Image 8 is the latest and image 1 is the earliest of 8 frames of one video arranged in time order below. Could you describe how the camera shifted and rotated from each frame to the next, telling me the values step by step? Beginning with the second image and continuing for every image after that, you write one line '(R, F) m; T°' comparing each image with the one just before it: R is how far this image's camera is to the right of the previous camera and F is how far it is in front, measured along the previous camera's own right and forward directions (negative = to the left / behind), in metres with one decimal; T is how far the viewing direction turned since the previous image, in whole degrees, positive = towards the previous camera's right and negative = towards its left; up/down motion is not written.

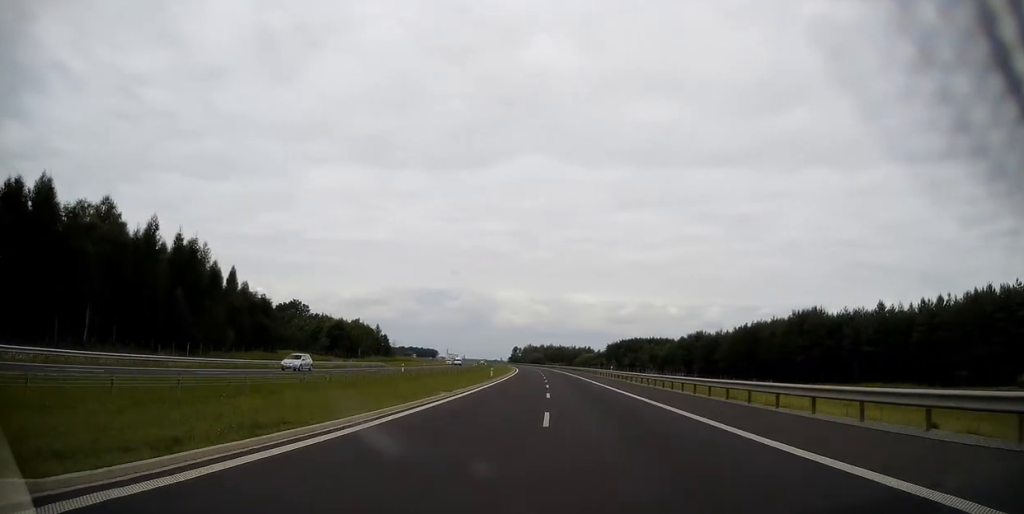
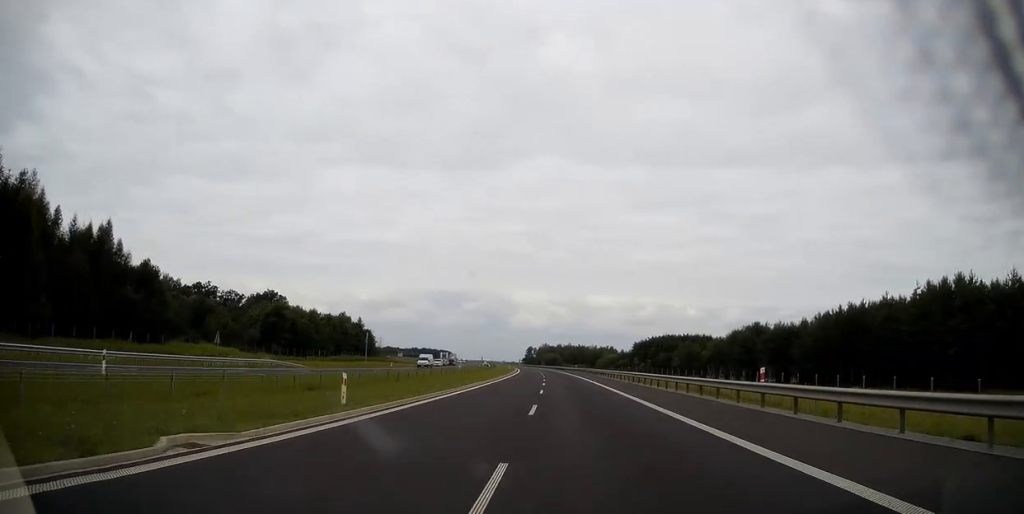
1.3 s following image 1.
(-0.9, +45.1) m; -2°
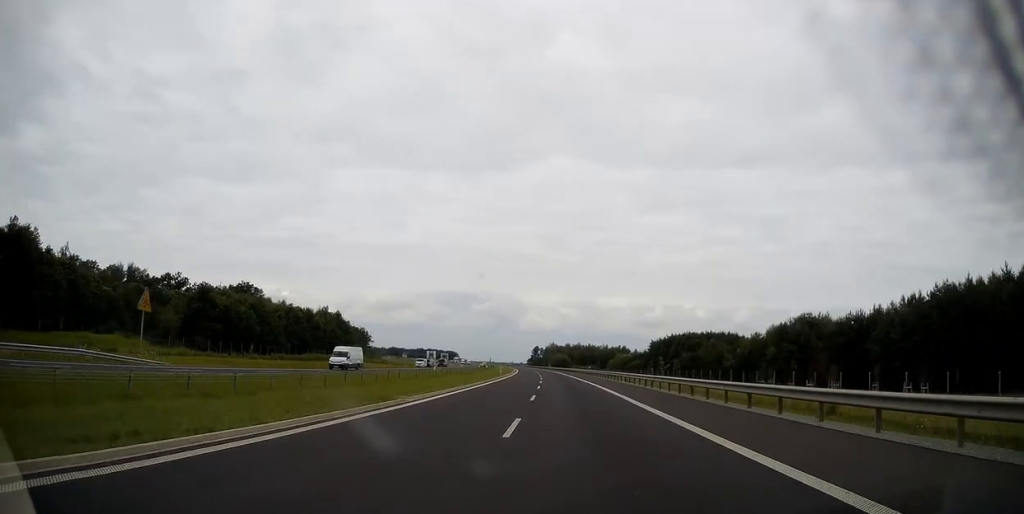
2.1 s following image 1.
(-0.2, +28.9) m; -1°
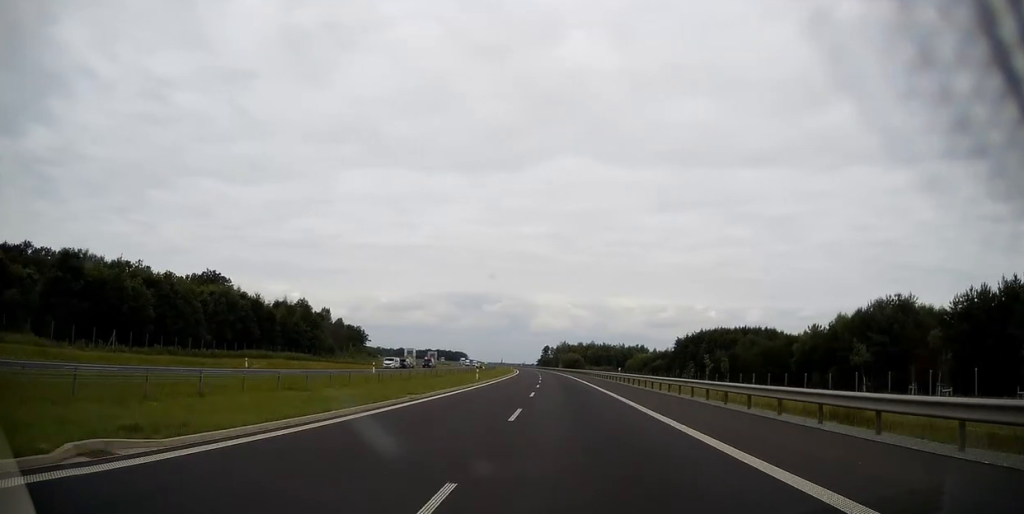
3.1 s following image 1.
(-0.2, +32.4) m; -1°
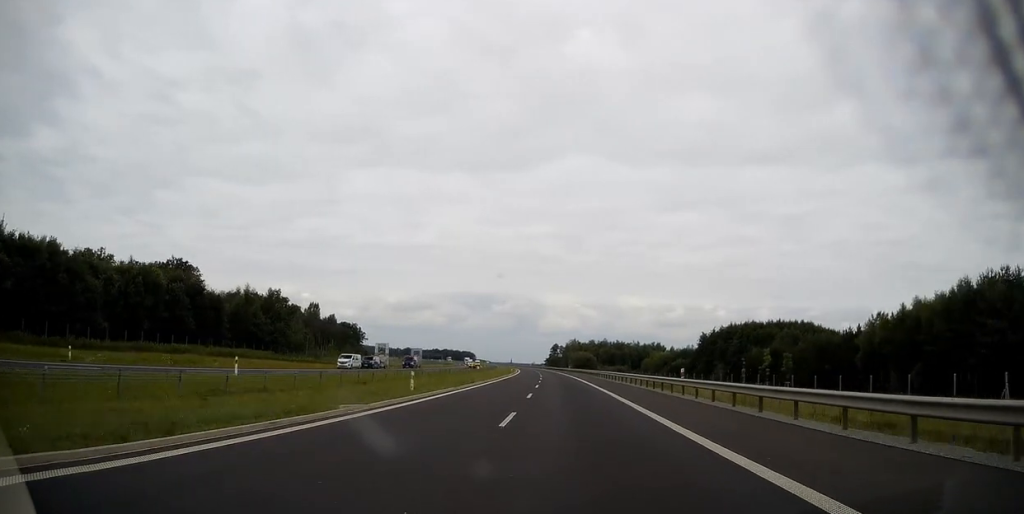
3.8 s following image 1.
(-0.2, +25.4) m; -1°
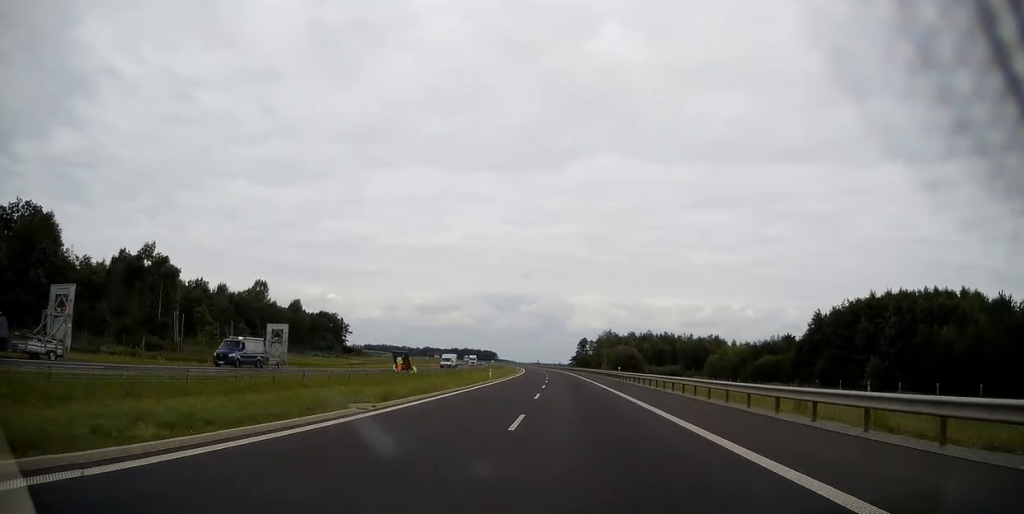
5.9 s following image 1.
(-1.5, +72.9) m; -2°
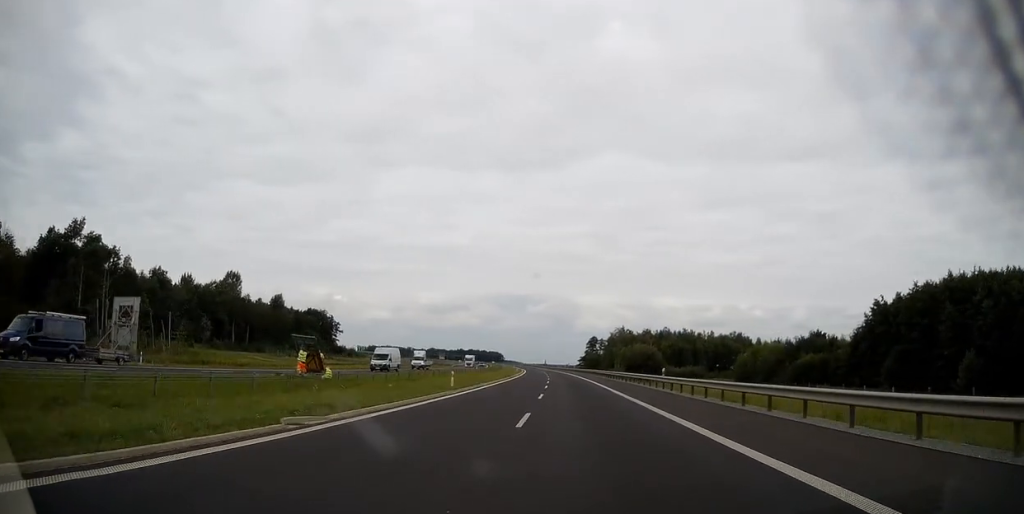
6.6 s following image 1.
(0.0, +23.1) m; -1°
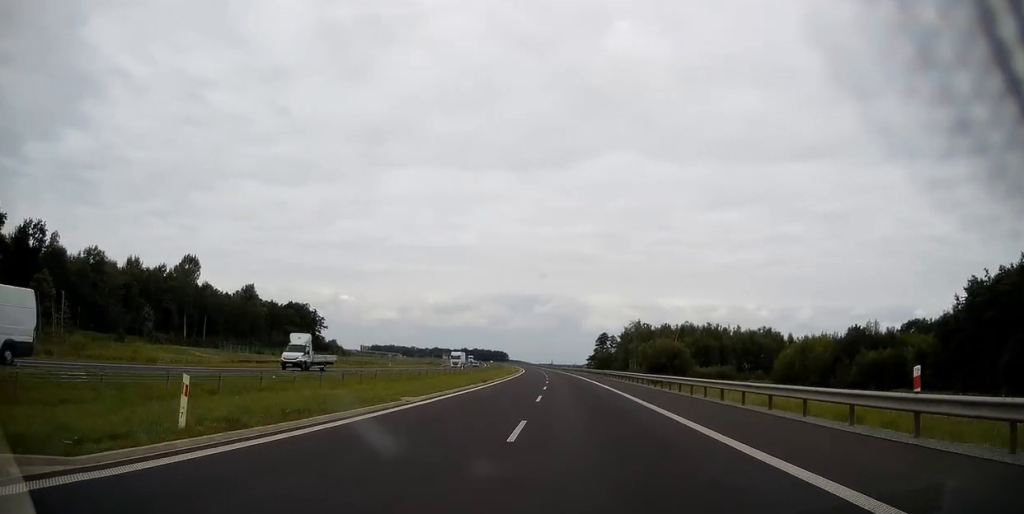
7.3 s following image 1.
(-0.3, +26.6) m; -1°
